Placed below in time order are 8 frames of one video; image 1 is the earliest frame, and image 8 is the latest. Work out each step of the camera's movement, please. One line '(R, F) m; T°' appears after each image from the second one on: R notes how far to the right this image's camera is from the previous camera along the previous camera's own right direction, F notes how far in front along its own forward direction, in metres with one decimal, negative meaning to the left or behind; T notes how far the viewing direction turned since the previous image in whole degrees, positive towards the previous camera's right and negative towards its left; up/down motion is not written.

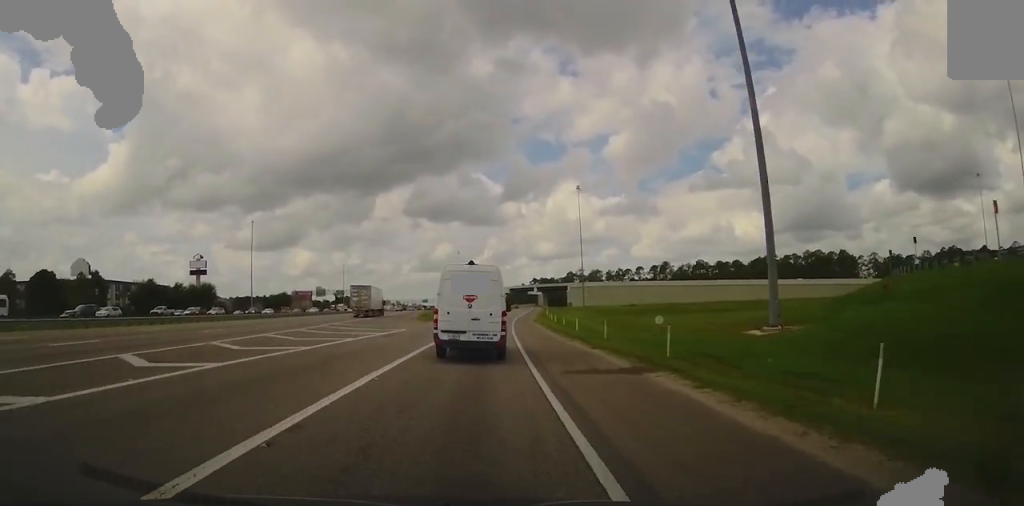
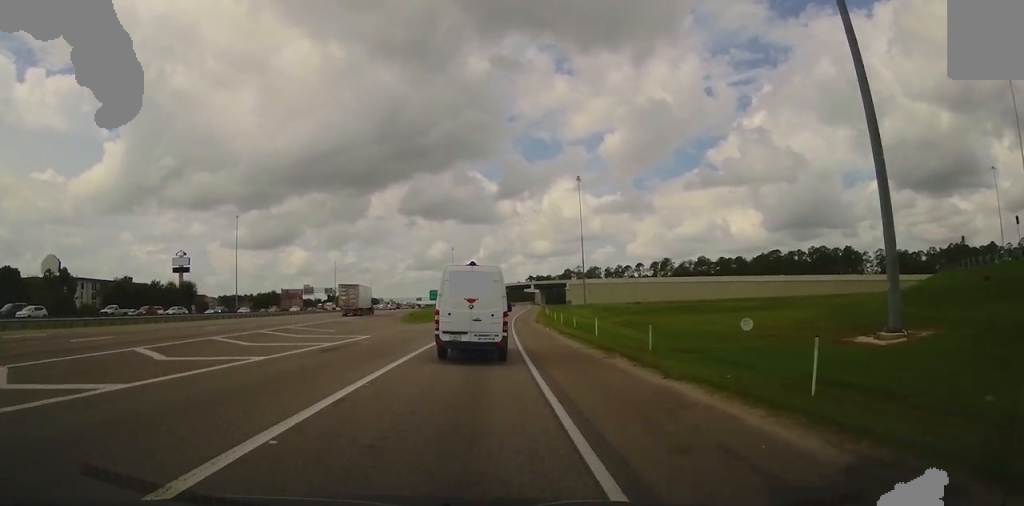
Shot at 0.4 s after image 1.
(+0.2, +10.0) m; 0°
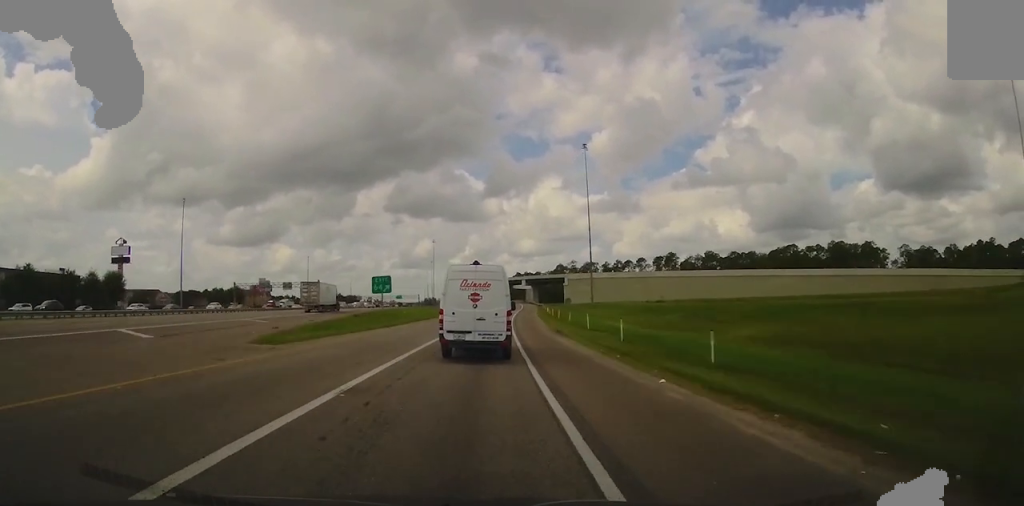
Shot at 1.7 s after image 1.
(+0.1, +31.8) m; +1°
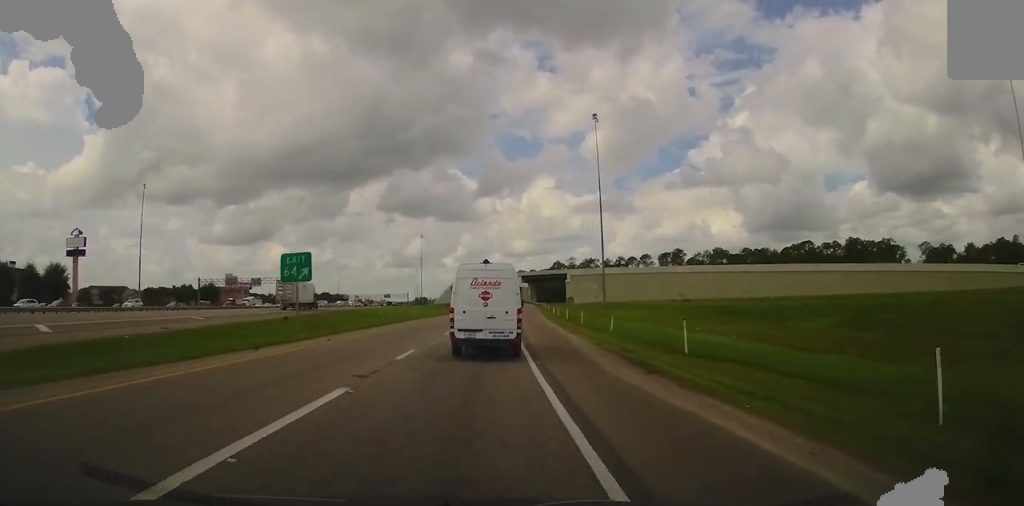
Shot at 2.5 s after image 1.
(+0.3, +20.8) m; +1°
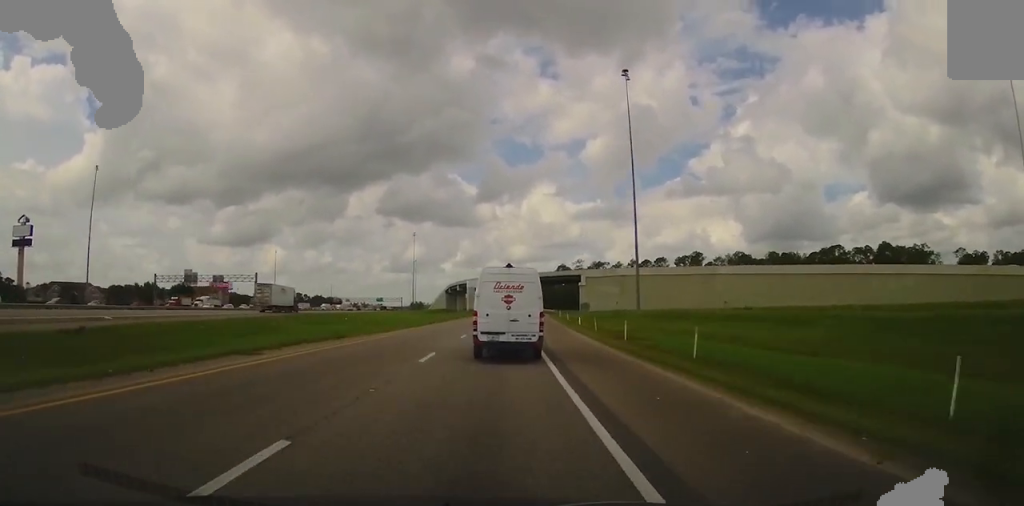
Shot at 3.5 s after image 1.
(+0.4, +25.0) m; +1°
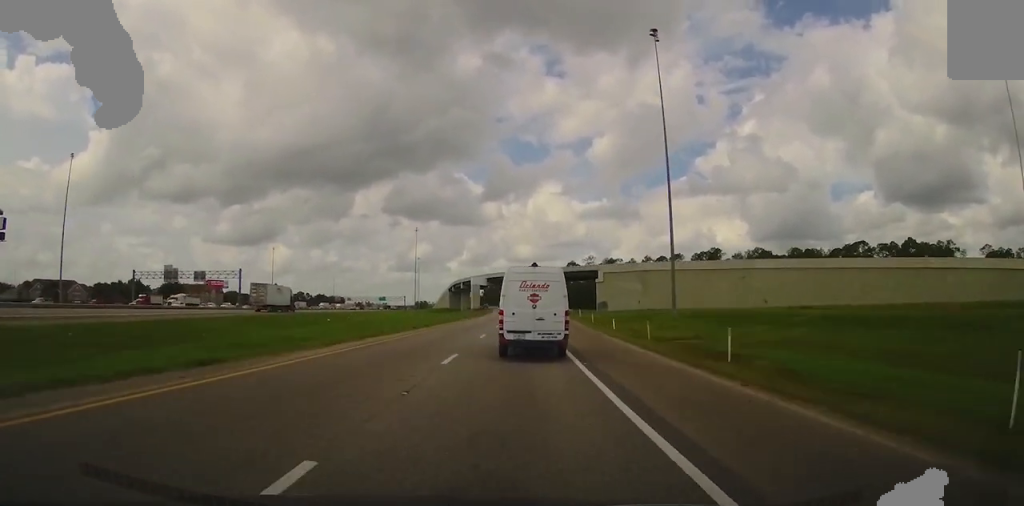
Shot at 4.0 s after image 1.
(+0.1, +13.3) m; 0°
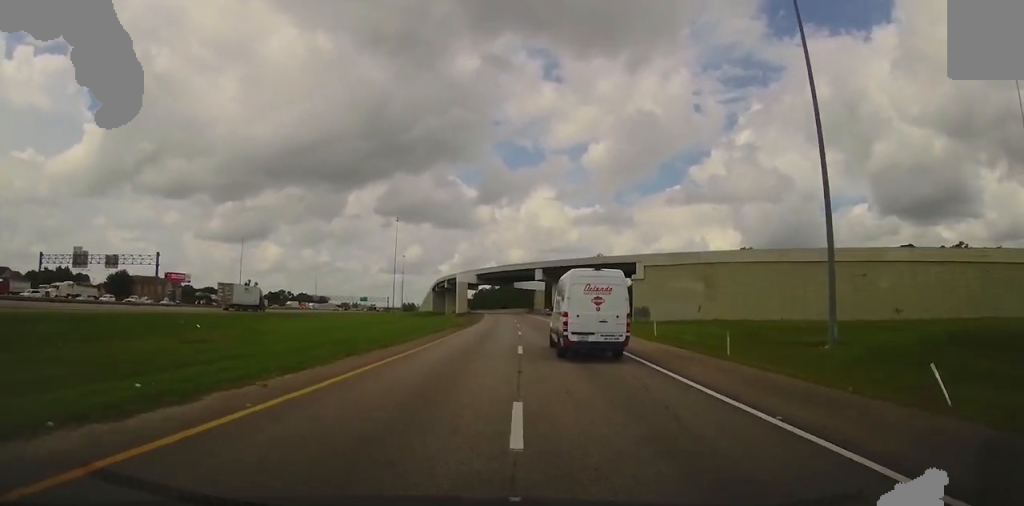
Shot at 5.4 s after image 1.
(-0.4, +33.4) m; -1°
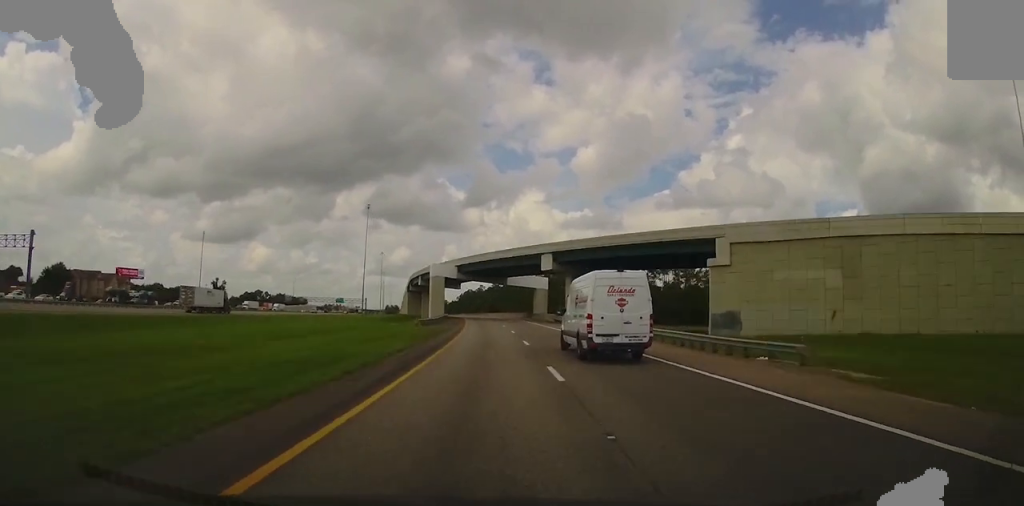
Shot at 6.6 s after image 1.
(0.0, +31.7) m; 0°
